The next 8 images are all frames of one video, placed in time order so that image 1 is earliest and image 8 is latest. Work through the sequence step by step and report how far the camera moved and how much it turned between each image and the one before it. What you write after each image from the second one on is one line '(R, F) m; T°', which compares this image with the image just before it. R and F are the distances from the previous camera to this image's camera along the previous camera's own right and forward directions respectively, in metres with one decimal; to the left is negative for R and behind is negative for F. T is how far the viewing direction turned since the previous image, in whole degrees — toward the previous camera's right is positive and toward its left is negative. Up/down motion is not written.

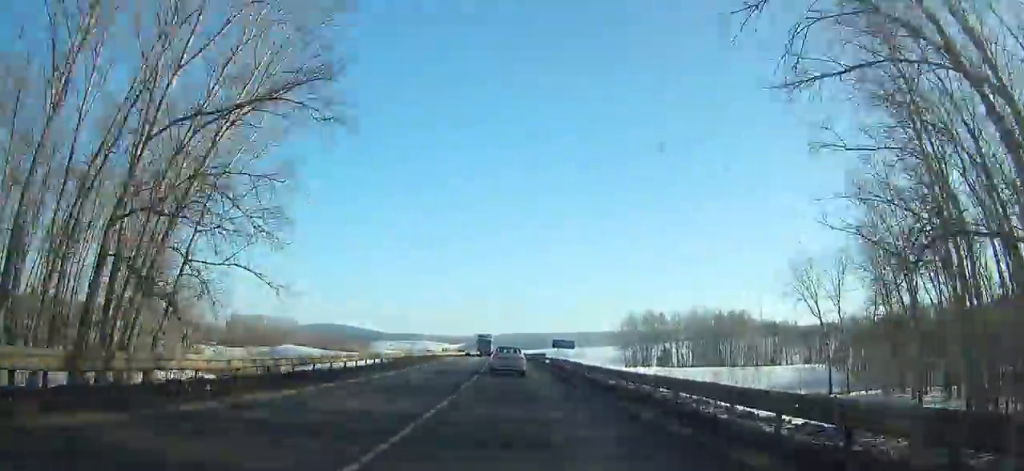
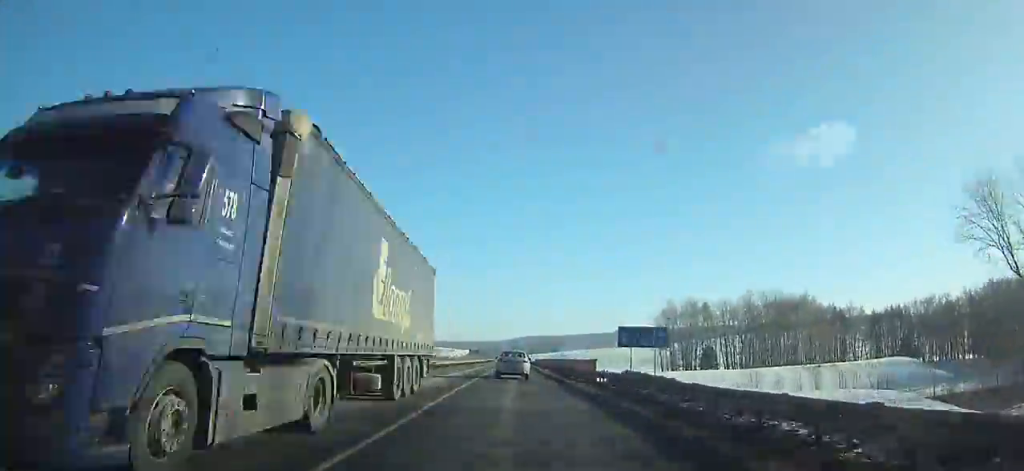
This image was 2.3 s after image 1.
(-0.8, +41.1) m; -1°
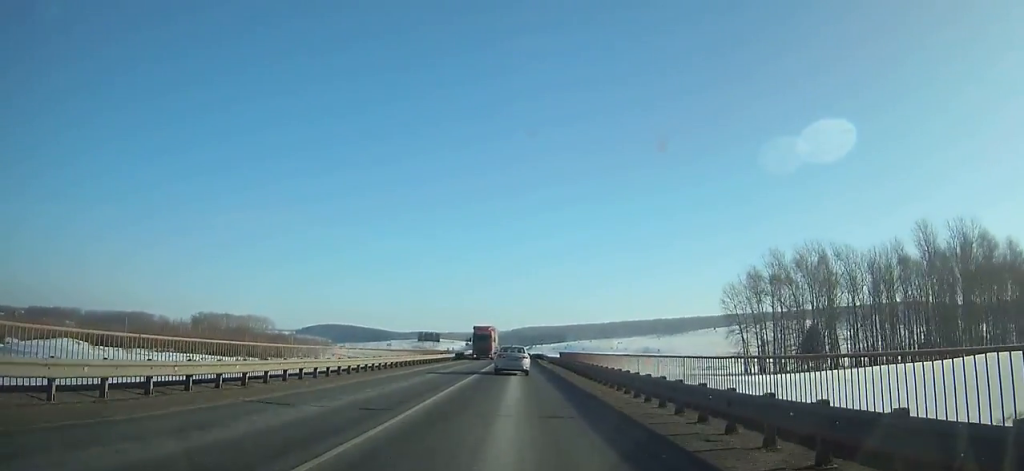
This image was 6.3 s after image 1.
(-0.2, +74.1) m; 0°
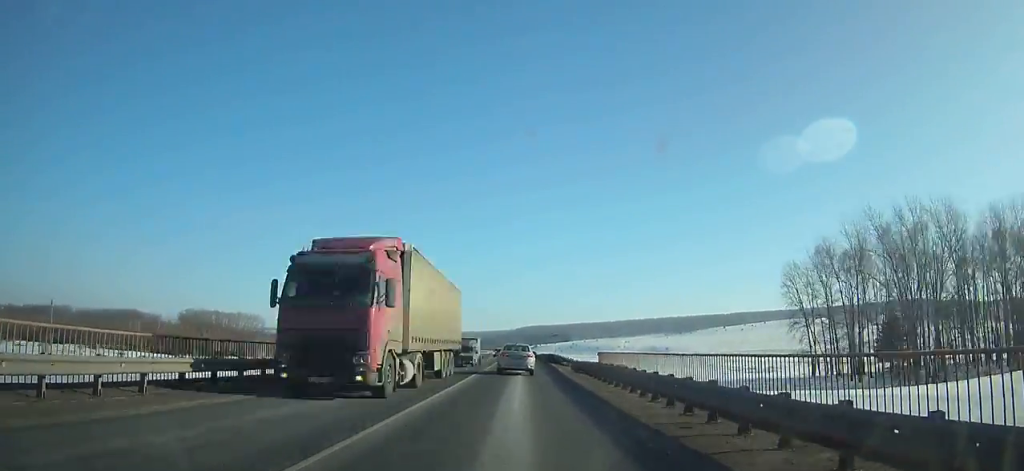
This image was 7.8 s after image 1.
(0.0, +28.8) m; 0°
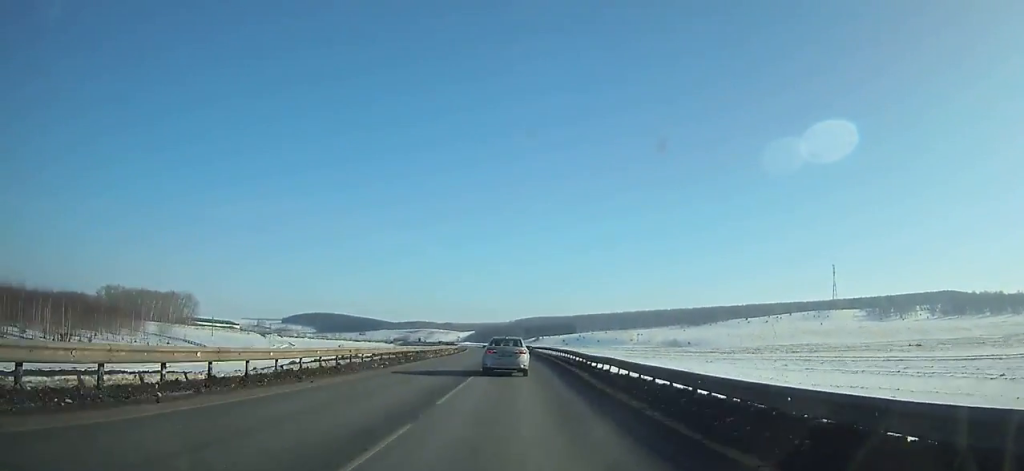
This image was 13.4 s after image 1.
(0.0, +108.9) m; -1°
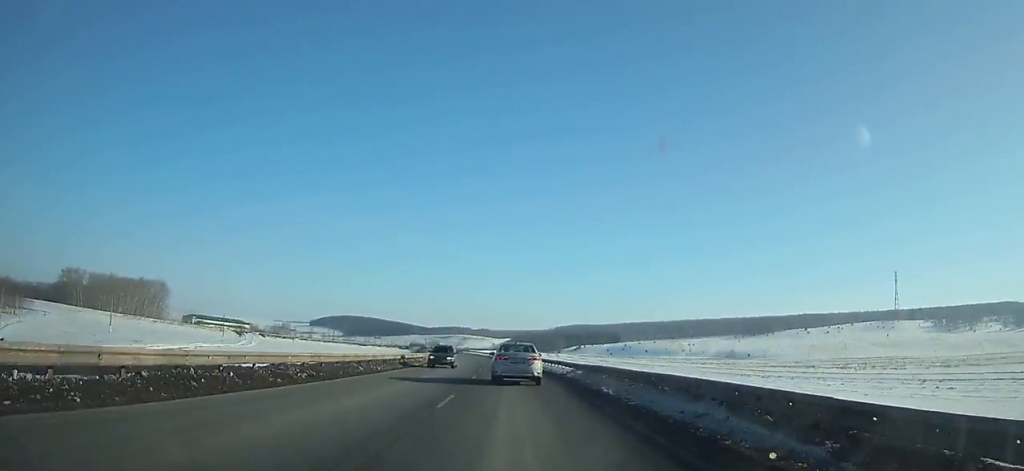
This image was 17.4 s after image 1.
(-1.8, +77.4) m; -4°
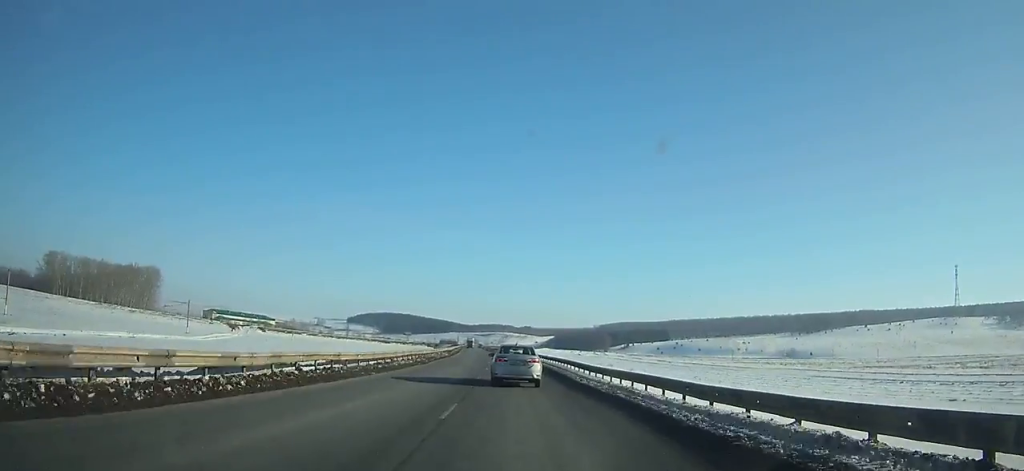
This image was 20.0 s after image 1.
(-1.7, +50.1) m; -3°
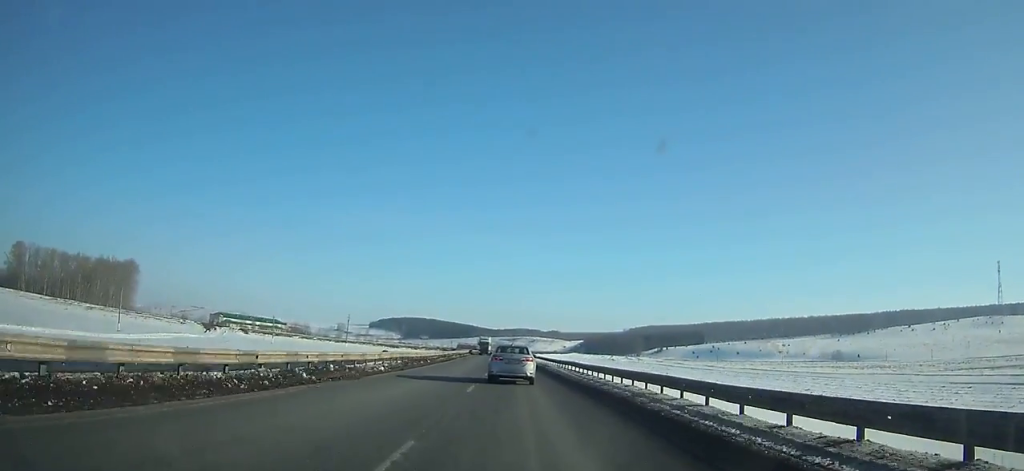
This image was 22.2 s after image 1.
(-0.9, +42.4) m; -2°
